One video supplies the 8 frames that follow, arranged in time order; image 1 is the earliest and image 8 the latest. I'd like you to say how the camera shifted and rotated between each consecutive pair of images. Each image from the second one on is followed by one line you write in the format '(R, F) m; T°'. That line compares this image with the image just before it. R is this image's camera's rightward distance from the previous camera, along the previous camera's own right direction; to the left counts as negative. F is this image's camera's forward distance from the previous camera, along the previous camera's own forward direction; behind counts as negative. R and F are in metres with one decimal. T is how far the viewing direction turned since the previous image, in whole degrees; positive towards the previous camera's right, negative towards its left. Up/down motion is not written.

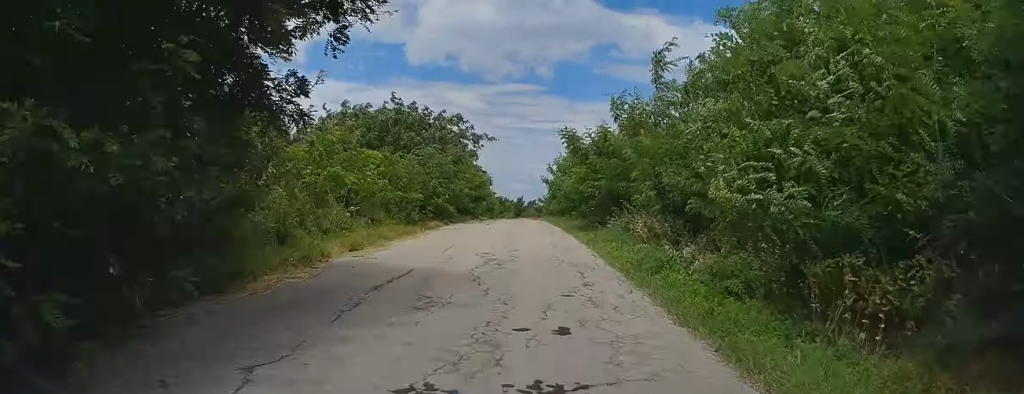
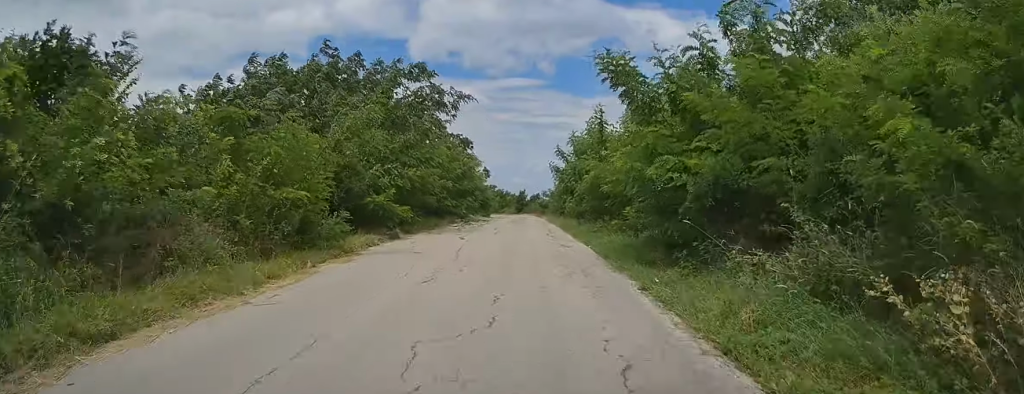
(-0.2, +12.6) m; 0°
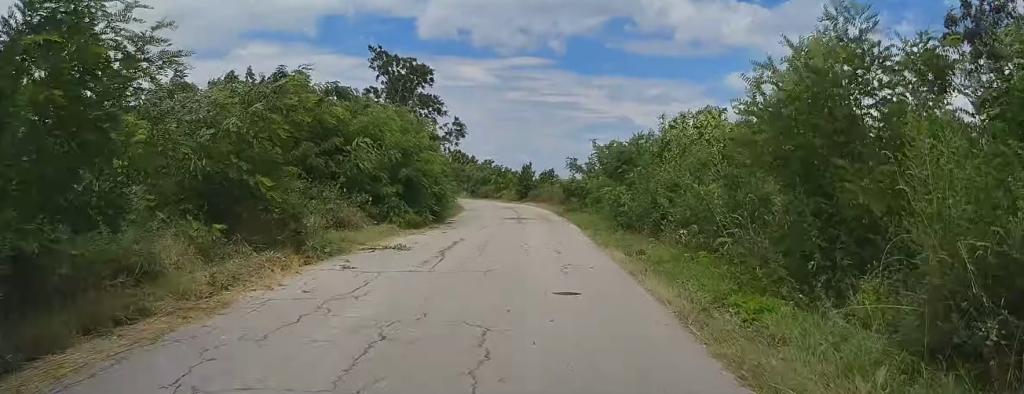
(+0.2, +40.8) m; 0°
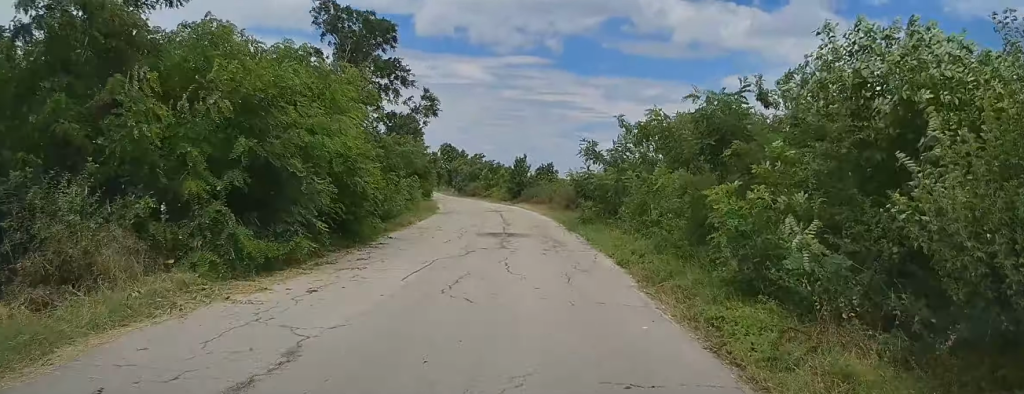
(+0.1, +12.1) m; 0°
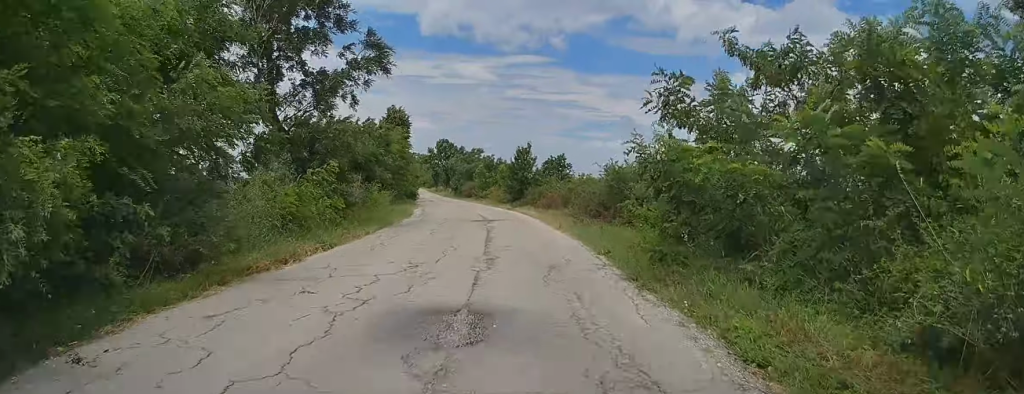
(-0.1, +12.7) m; -1°
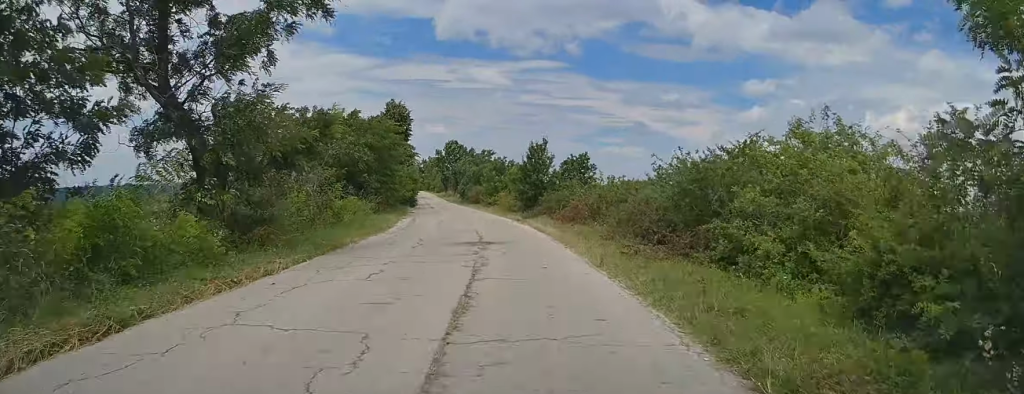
(+0.1, +8.1) m; -1°
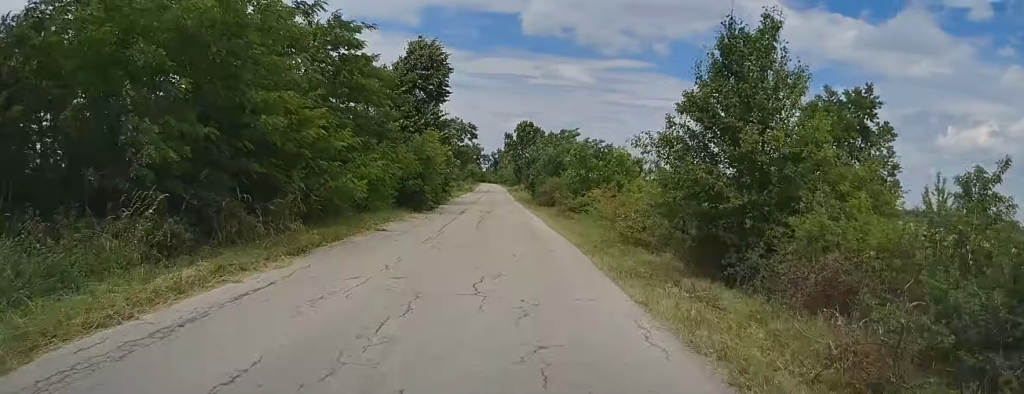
(-1.4, +26.4) m; -6°
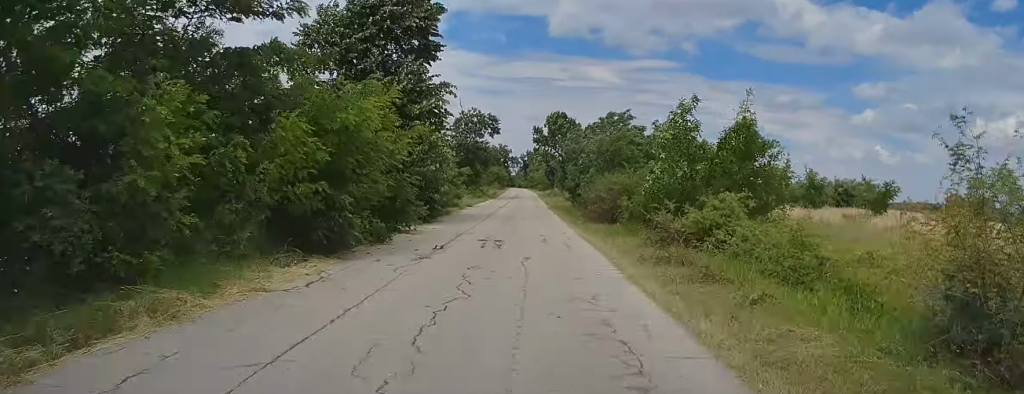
(-0.4, +16.2) m; -2°
